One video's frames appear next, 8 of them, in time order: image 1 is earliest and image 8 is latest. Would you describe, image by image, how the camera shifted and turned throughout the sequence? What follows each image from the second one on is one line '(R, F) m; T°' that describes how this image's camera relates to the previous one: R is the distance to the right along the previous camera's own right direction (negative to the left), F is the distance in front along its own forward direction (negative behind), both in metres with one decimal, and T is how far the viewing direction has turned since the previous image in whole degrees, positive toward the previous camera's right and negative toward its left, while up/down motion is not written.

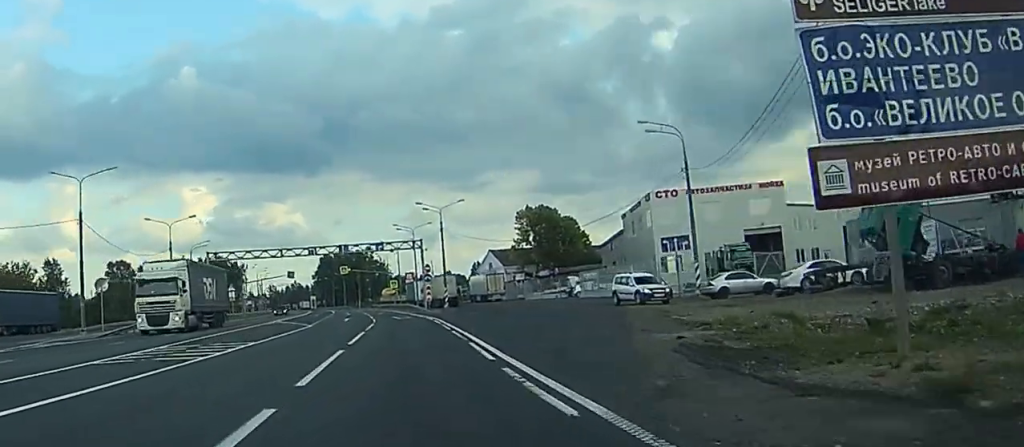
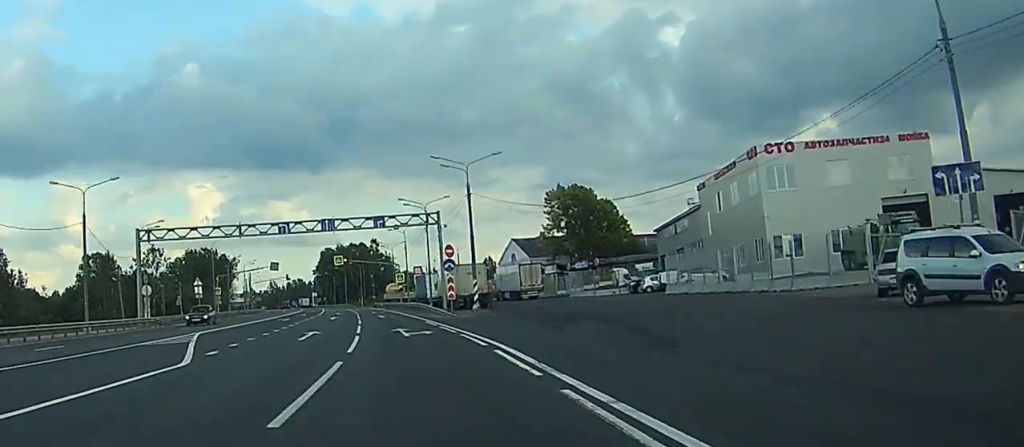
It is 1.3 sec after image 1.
(-4.2, +27.3) m; -13°
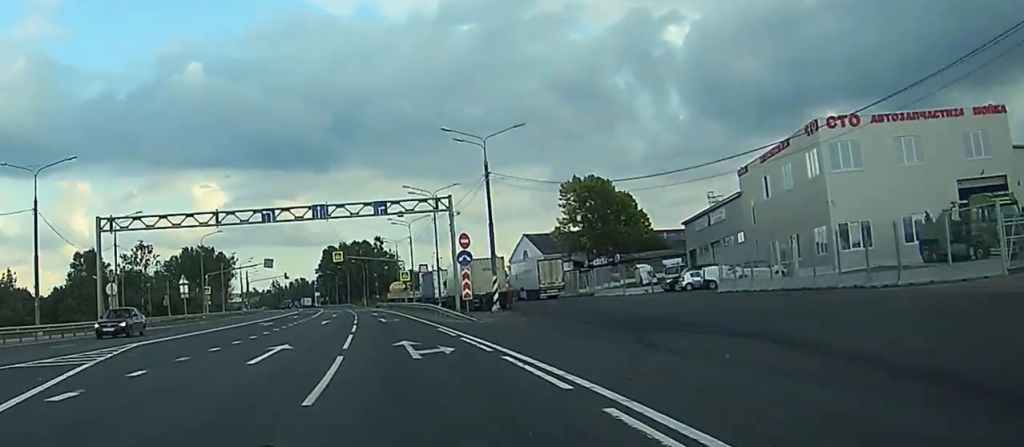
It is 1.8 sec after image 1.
(-0.4, +10.7) m; -1°
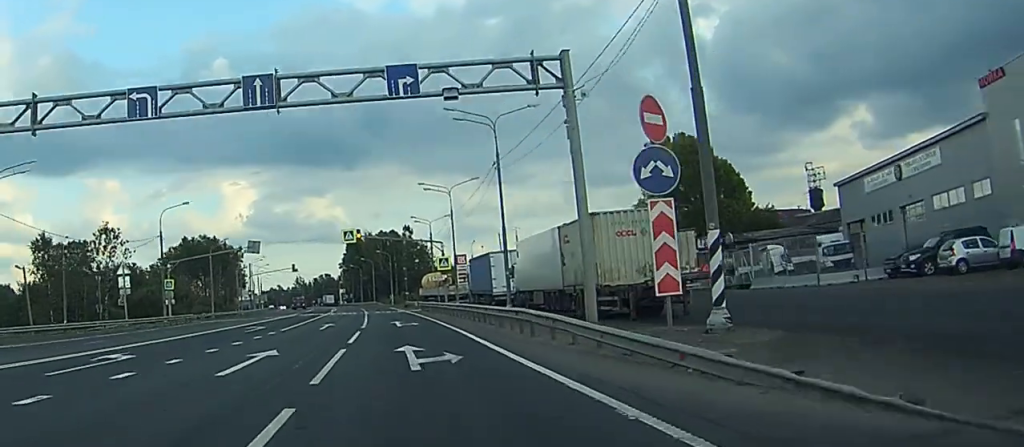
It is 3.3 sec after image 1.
(+3.4, +34.1) m; +5°
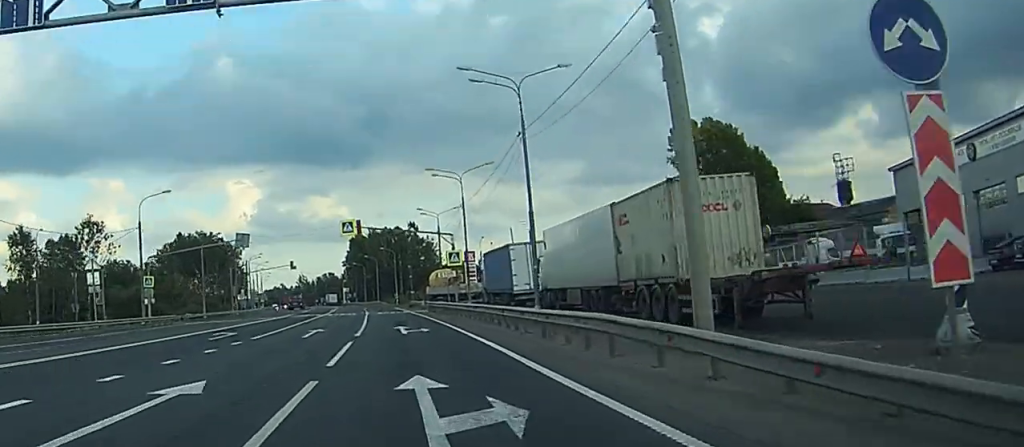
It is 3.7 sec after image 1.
(0.0, +8.6) m; 0°
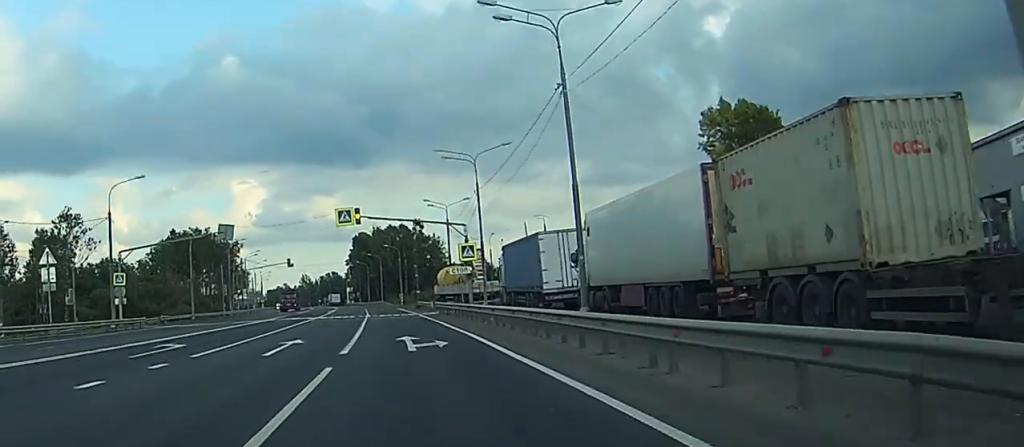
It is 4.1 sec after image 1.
(-0.1, +9.2) m; -1°
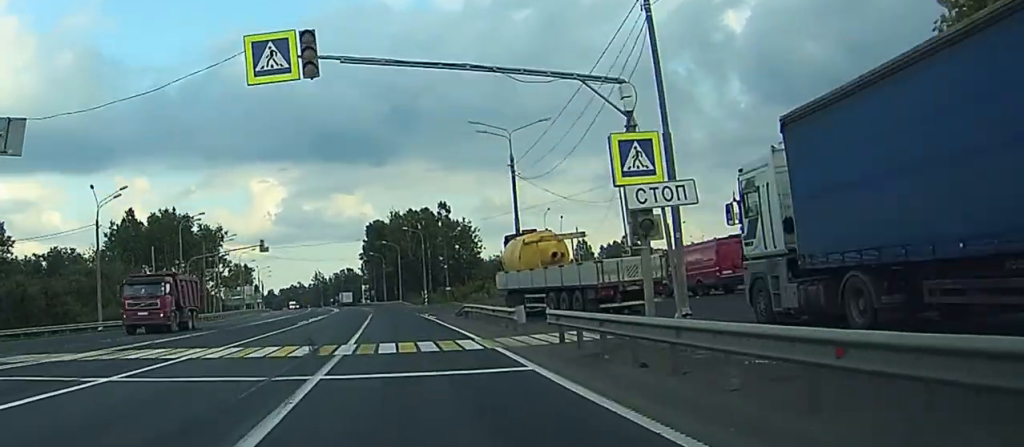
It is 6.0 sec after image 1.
(-0.8, +40.0) m; -1°
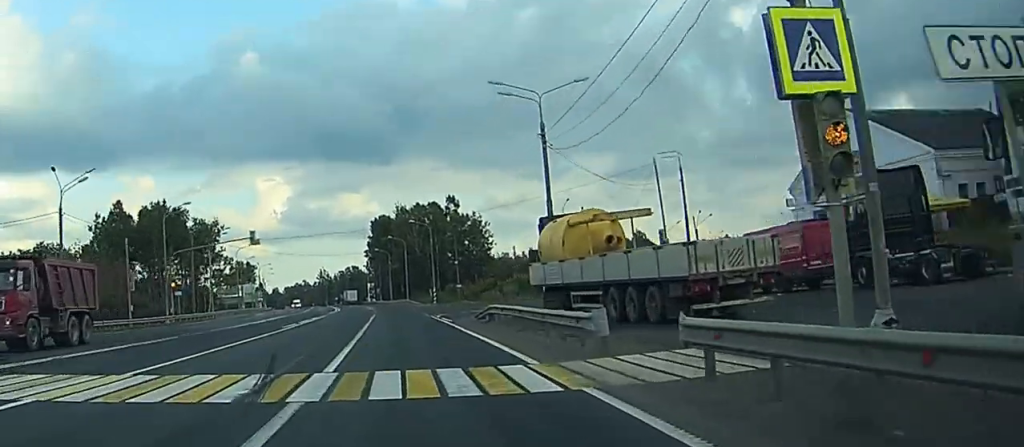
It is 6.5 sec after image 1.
(0.0, +9.1) m; 0°
